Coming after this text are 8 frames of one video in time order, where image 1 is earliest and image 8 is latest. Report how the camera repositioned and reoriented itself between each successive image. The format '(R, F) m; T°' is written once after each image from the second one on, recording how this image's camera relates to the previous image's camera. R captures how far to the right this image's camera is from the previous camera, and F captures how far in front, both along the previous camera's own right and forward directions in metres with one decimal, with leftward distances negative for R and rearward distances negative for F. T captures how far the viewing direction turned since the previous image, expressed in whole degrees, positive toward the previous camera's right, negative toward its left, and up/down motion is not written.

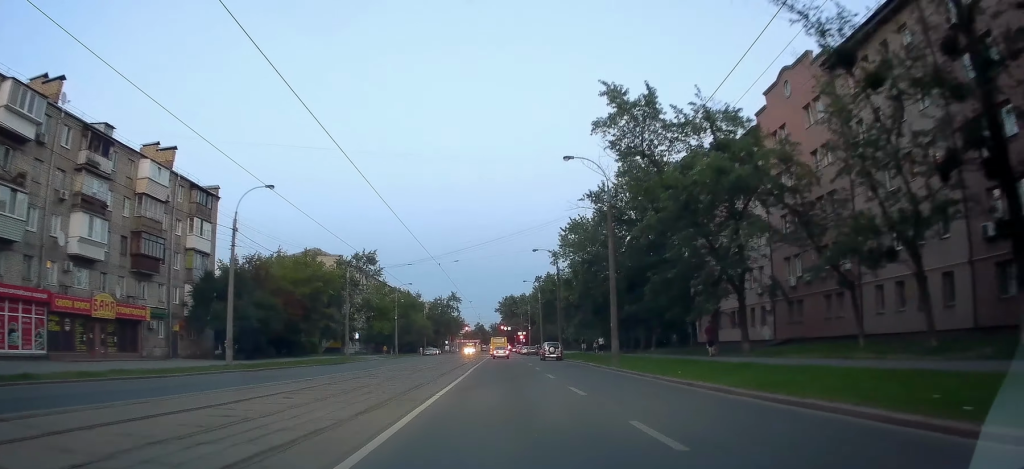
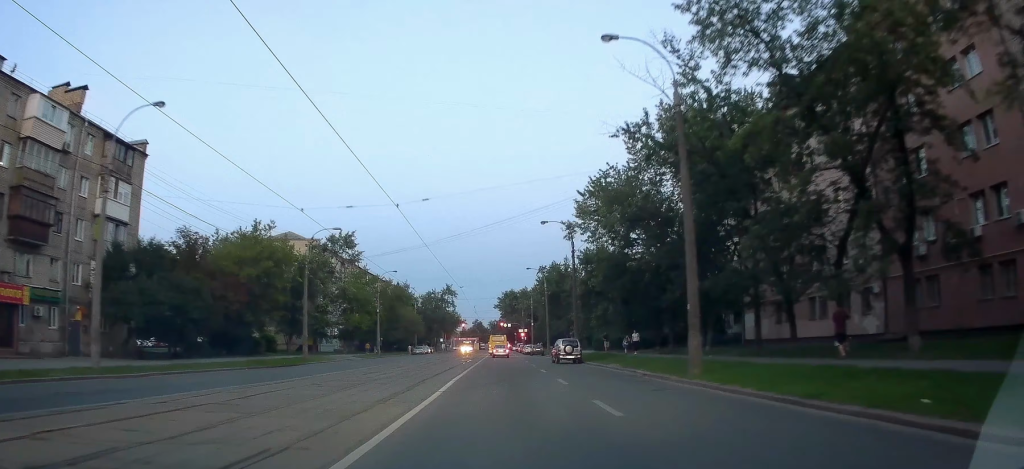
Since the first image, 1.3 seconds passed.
(-0.1, +14.1) m; 0°
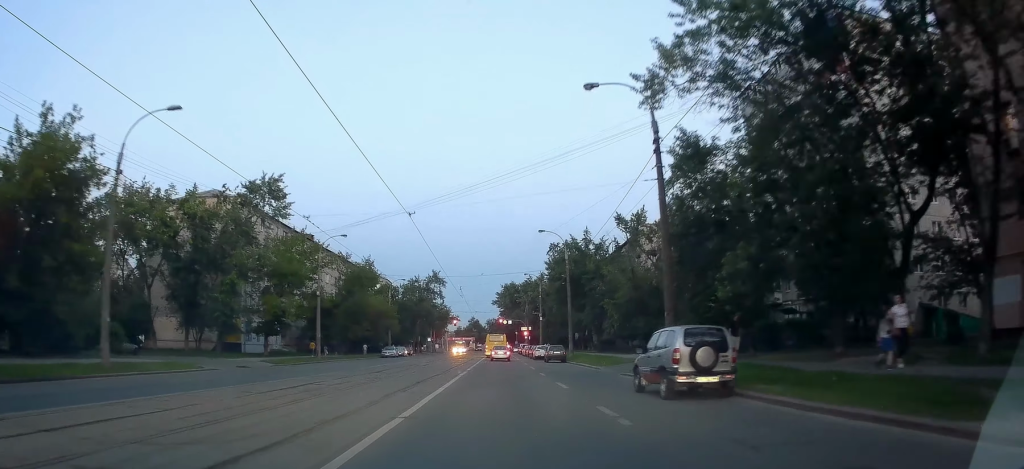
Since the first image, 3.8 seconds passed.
(+0.3, +27.2) m; +1°
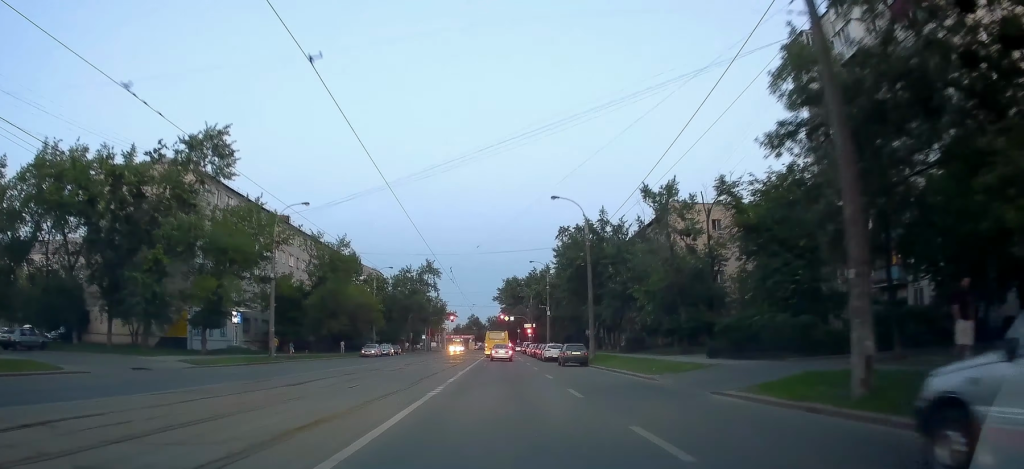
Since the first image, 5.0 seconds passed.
(-0.1, +11.8) m; 0°
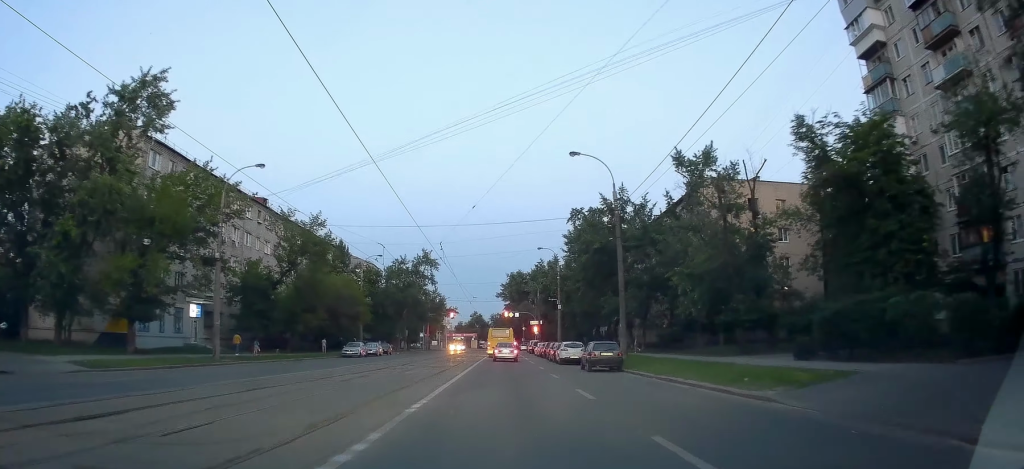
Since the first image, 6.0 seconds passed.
(+0.1, +9.6) m; +1°
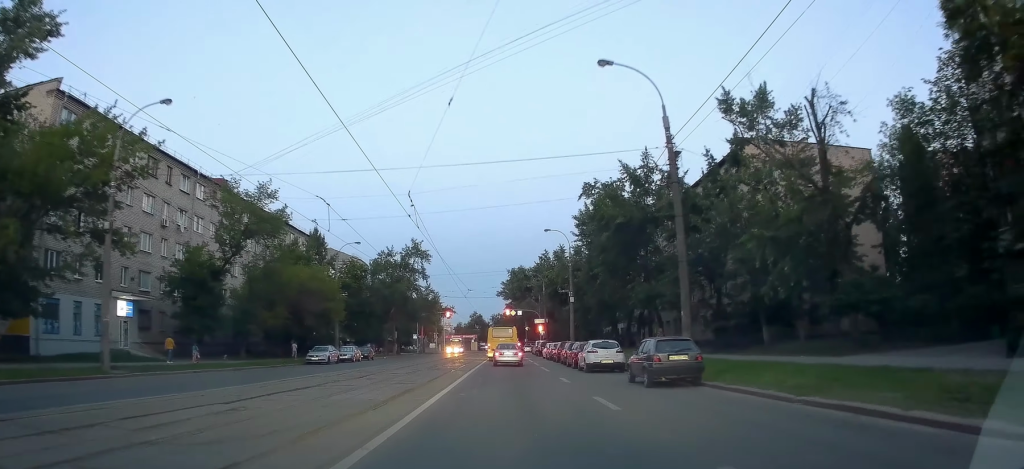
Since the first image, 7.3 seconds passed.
(+0.1, +11.3) m; 0°
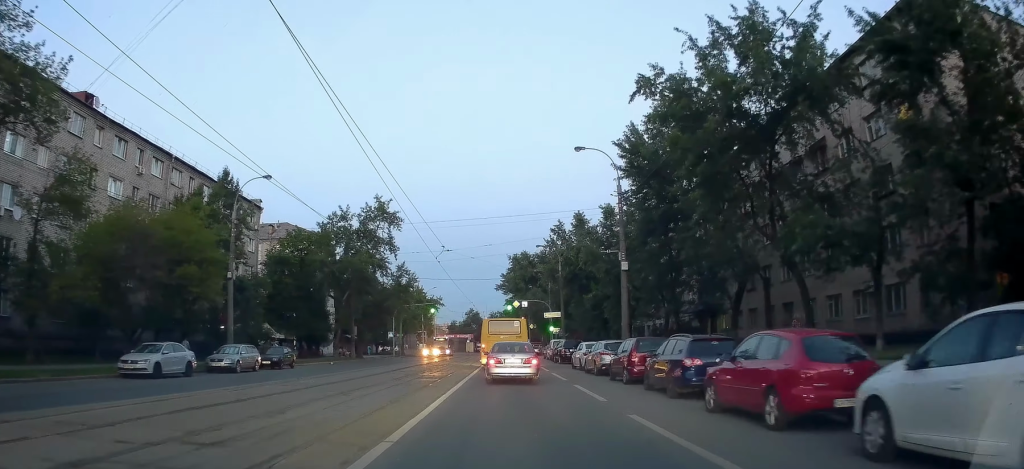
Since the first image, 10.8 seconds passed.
(-0.7, +24.5) m; -2°
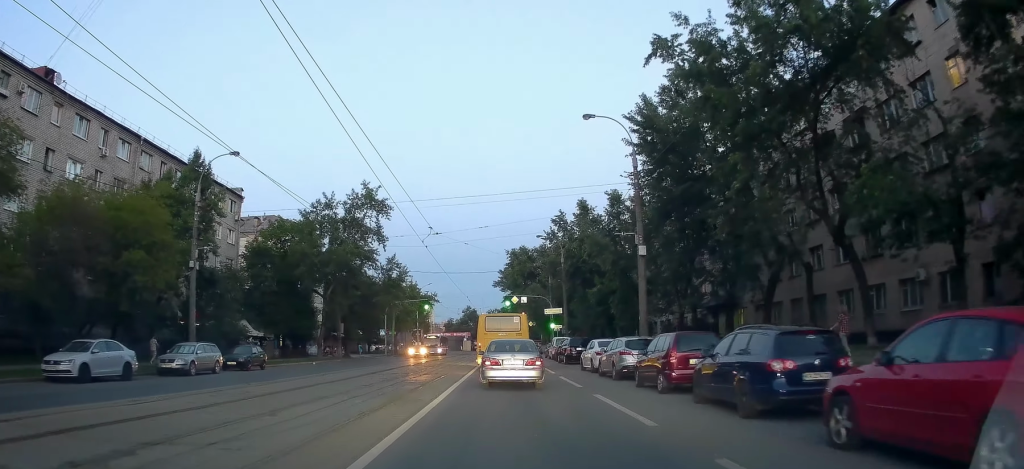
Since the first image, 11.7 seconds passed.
(+0.2, +4.8) m; +1°
